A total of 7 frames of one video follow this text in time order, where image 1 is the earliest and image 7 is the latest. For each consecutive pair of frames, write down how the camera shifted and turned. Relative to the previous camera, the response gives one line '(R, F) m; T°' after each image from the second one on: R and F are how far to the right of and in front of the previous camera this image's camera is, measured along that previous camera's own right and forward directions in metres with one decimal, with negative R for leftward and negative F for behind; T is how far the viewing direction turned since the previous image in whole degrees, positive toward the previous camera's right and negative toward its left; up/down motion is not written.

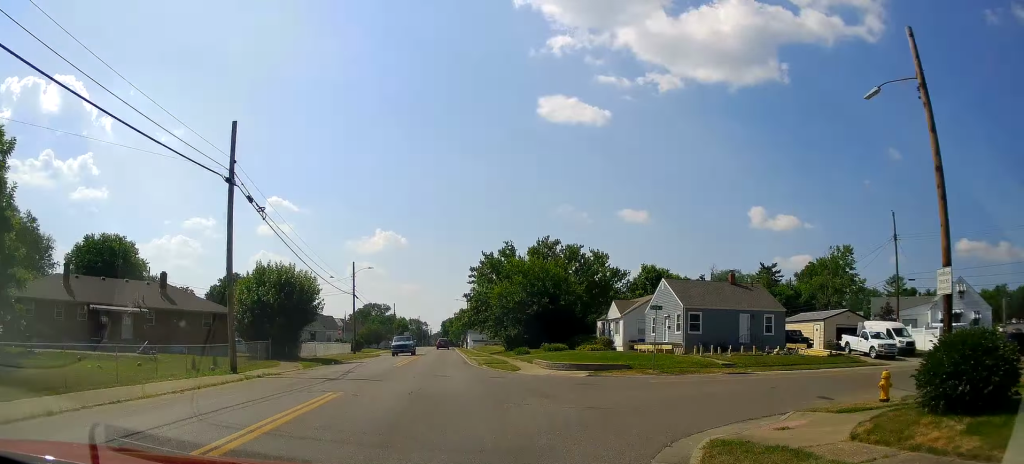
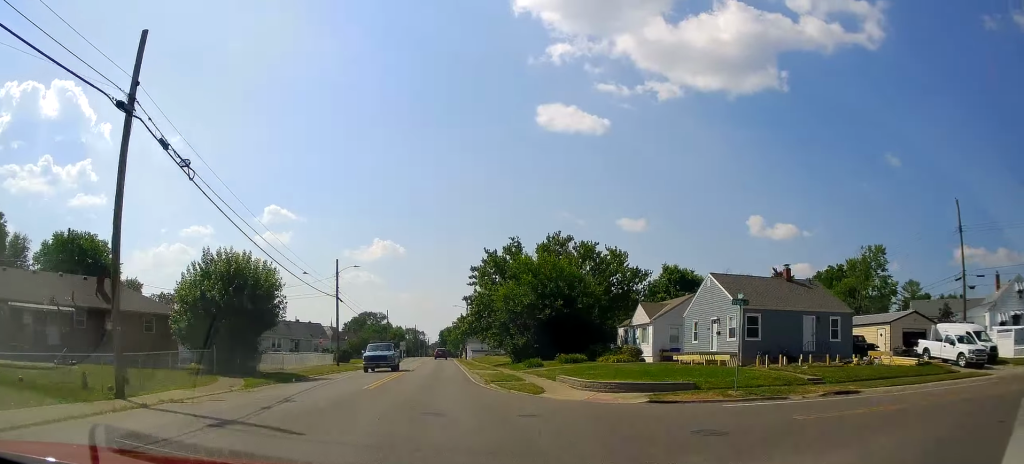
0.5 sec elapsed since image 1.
(+0.2, +12.1) m; 0°
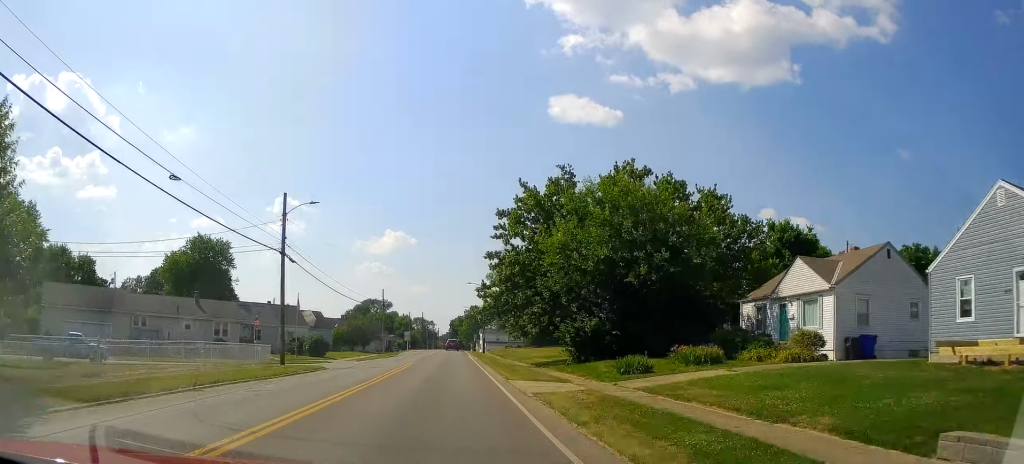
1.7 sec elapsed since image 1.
(-0.2, +30.7) m; -2°
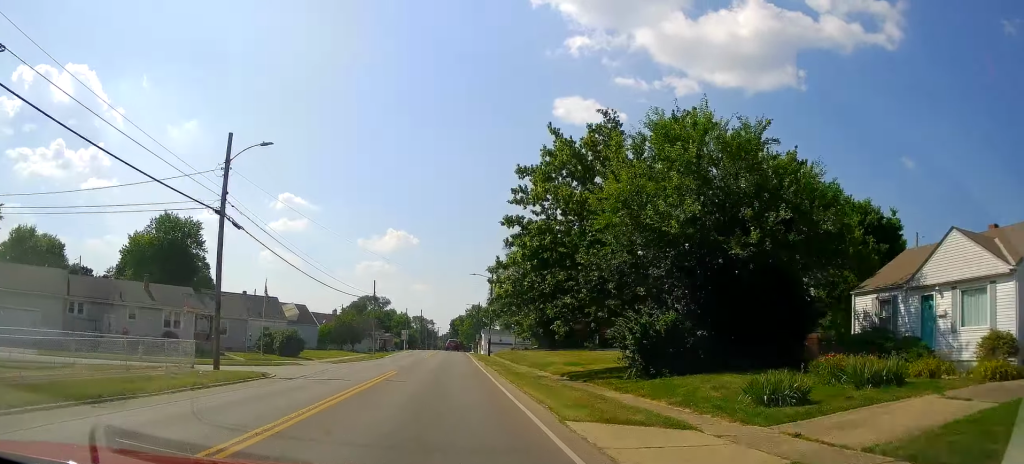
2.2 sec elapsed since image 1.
(-0.2, +14.1) m; -1°
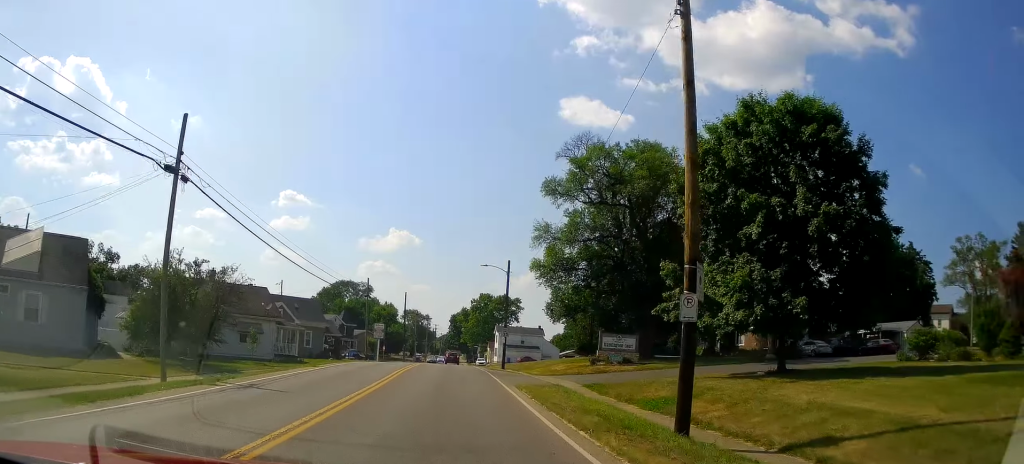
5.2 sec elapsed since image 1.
(-0.5, +66.7) m; -2°
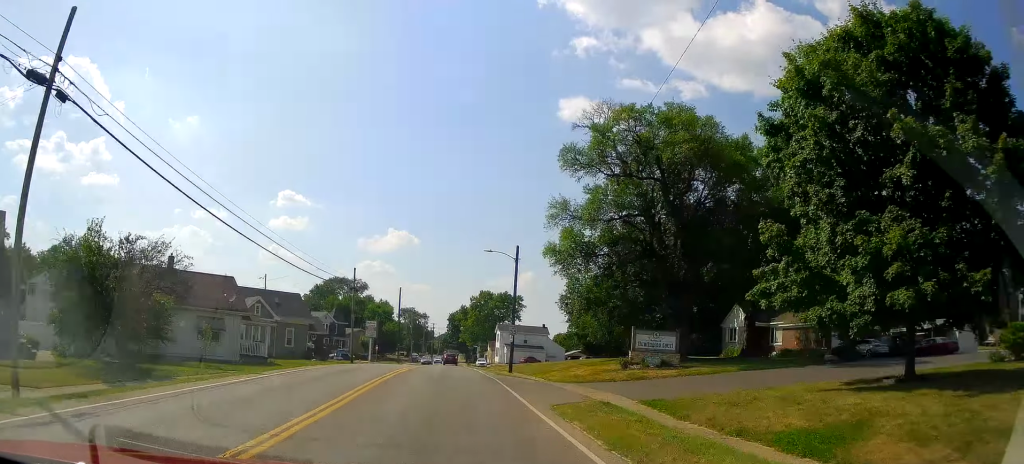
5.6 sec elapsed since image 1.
(-0.1, +8.9) m; 0°
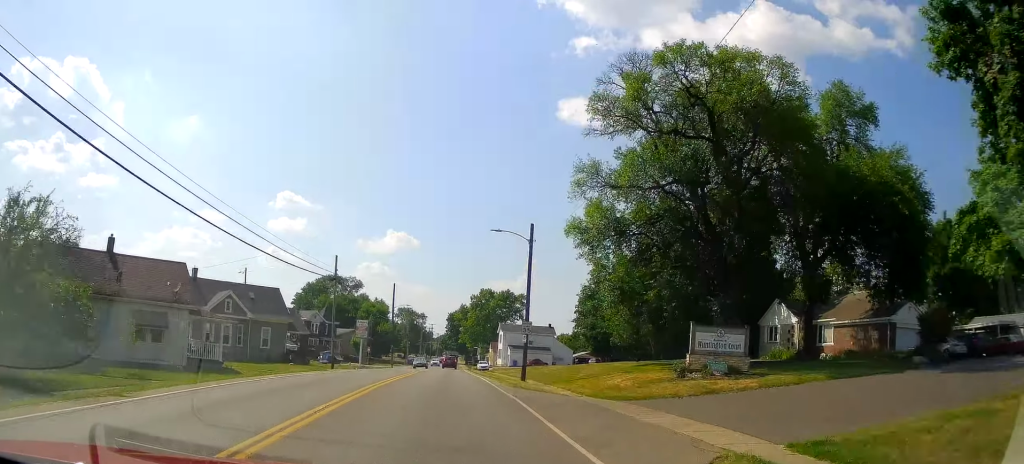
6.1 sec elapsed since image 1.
(-0.2, +9.6) m; 0°
